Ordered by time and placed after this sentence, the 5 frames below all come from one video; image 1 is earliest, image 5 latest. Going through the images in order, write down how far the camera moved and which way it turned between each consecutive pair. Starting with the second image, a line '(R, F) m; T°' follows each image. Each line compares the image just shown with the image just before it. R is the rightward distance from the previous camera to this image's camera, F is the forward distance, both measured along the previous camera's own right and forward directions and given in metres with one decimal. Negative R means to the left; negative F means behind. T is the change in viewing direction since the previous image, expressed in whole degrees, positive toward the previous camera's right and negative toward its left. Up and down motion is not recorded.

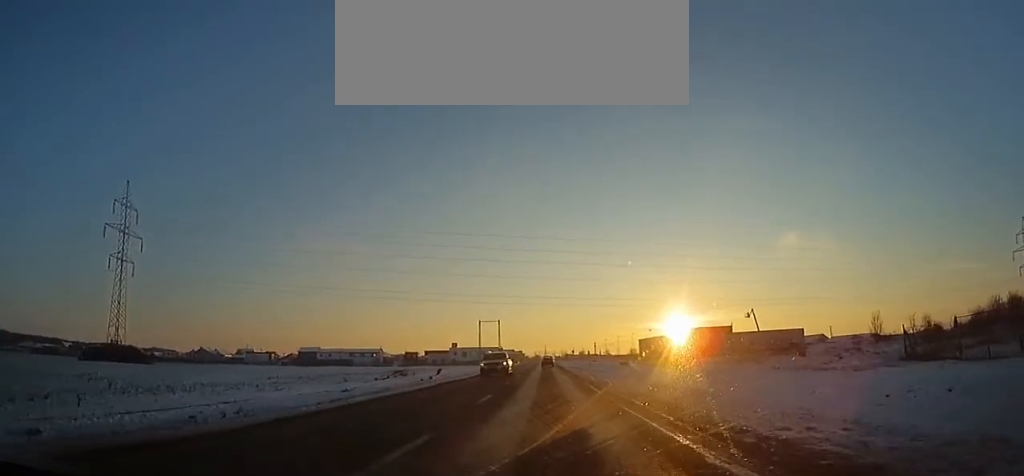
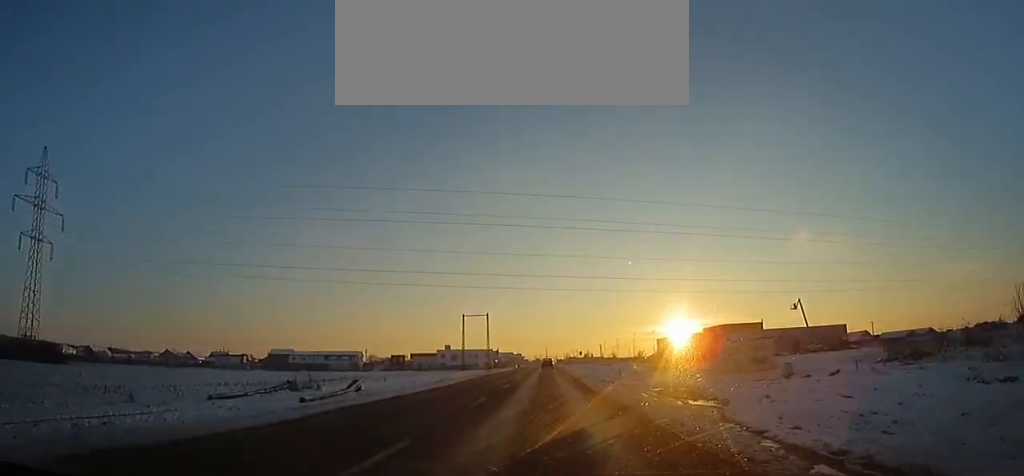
(-0.4, +27.6) m; 0°
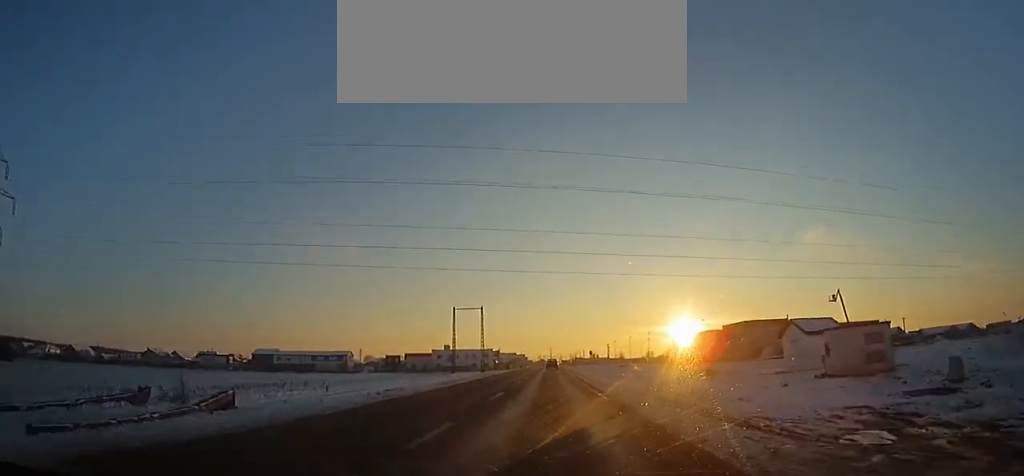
(-0.1, +15.5) m; 0°
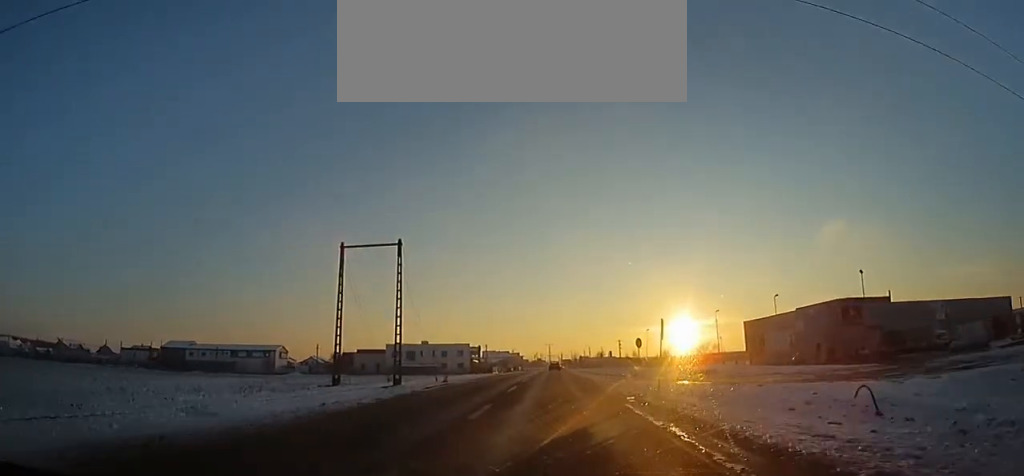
(+1.1, +50.2) m; +1°
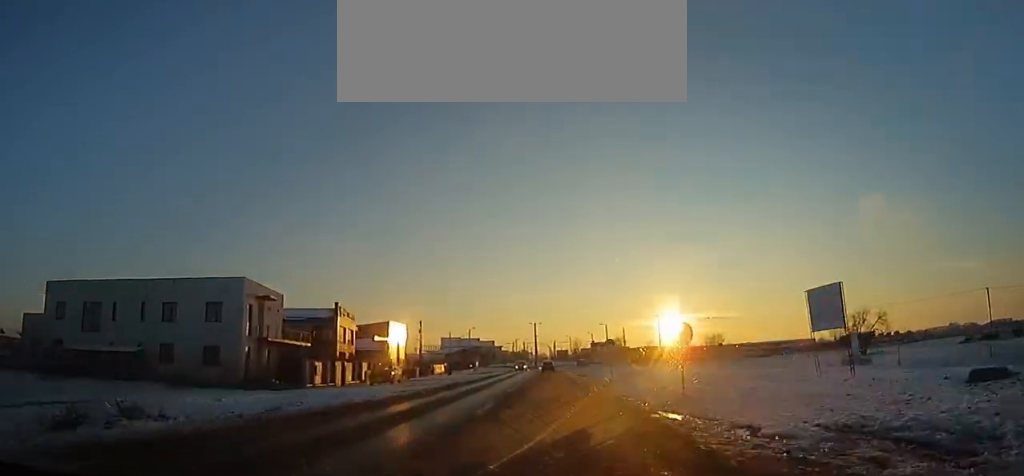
(-0.1, +99.0) m; +1°
